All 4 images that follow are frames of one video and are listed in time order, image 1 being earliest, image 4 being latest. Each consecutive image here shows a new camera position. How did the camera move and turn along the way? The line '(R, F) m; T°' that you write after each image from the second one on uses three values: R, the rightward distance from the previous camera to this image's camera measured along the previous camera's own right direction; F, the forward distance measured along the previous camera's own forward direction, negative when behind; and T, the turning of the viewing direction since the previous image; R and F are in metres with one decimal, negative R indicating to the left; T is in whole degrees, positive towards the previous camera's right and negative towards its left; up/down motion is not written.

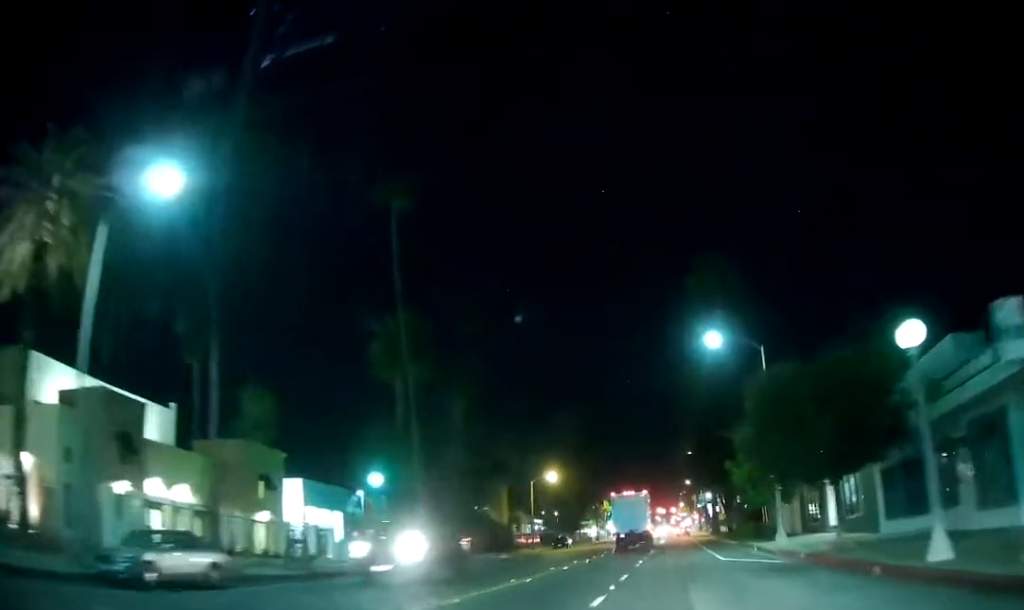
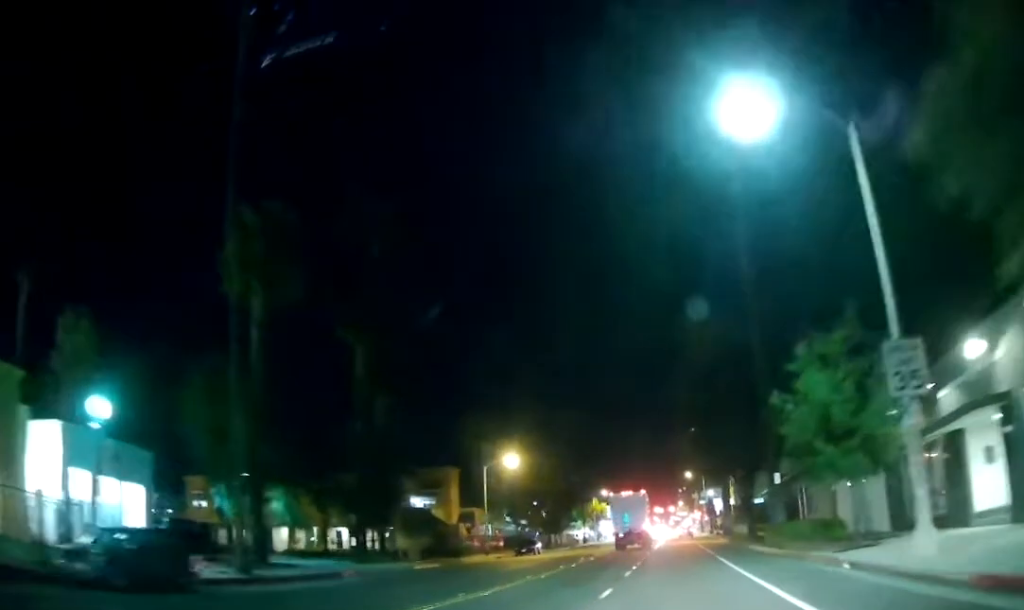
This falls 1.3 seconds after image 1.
(+0.6, +19.8) m; +2°
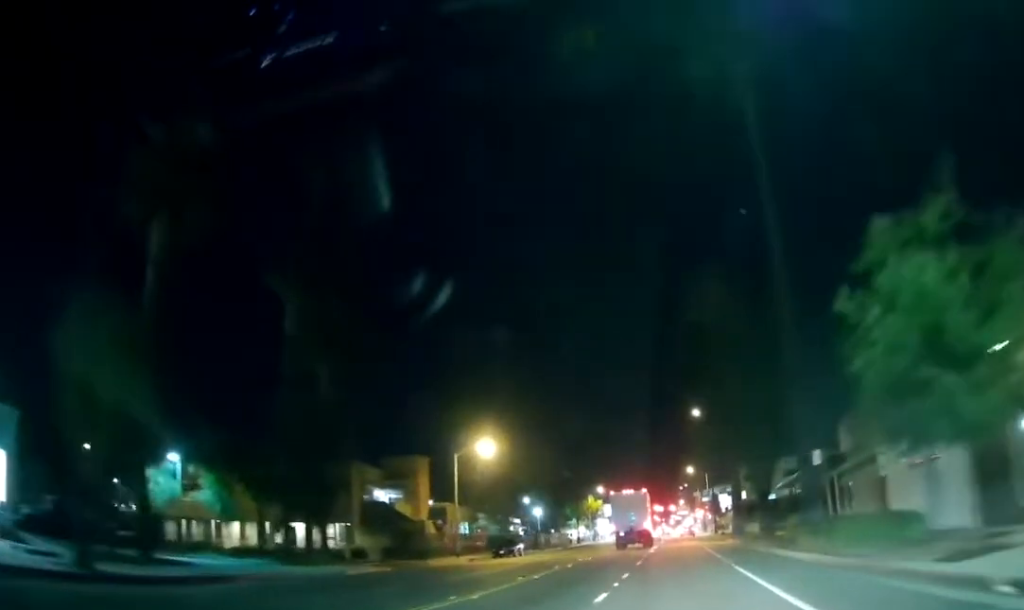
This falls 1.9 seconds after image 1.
(0.0, +8.9) m; 0°
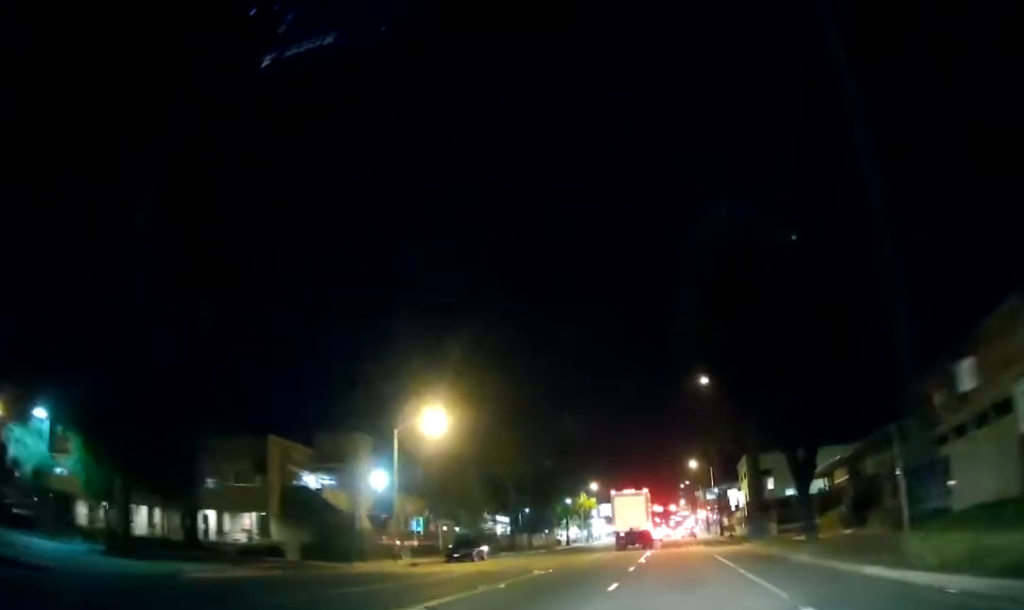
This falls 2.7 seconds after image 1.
(0.0, +11.8) m; 0°
